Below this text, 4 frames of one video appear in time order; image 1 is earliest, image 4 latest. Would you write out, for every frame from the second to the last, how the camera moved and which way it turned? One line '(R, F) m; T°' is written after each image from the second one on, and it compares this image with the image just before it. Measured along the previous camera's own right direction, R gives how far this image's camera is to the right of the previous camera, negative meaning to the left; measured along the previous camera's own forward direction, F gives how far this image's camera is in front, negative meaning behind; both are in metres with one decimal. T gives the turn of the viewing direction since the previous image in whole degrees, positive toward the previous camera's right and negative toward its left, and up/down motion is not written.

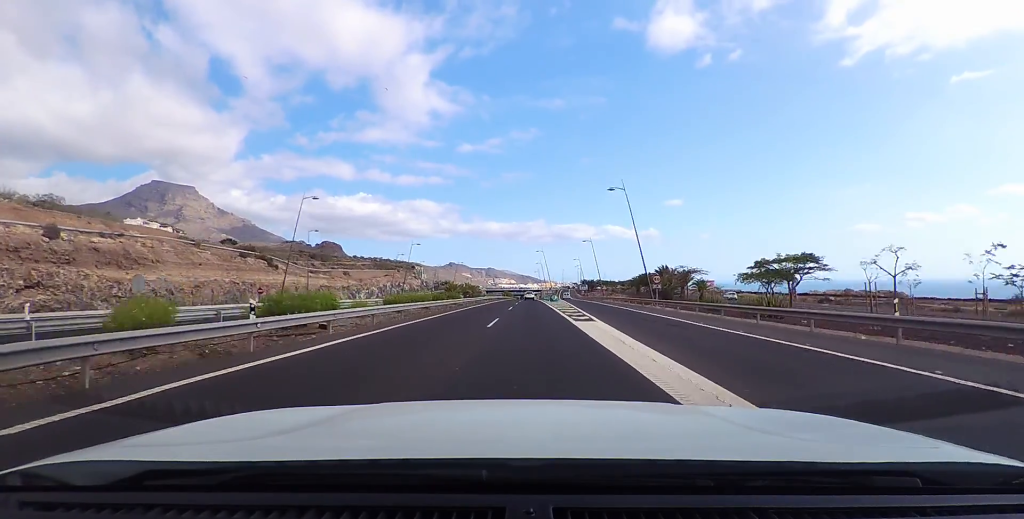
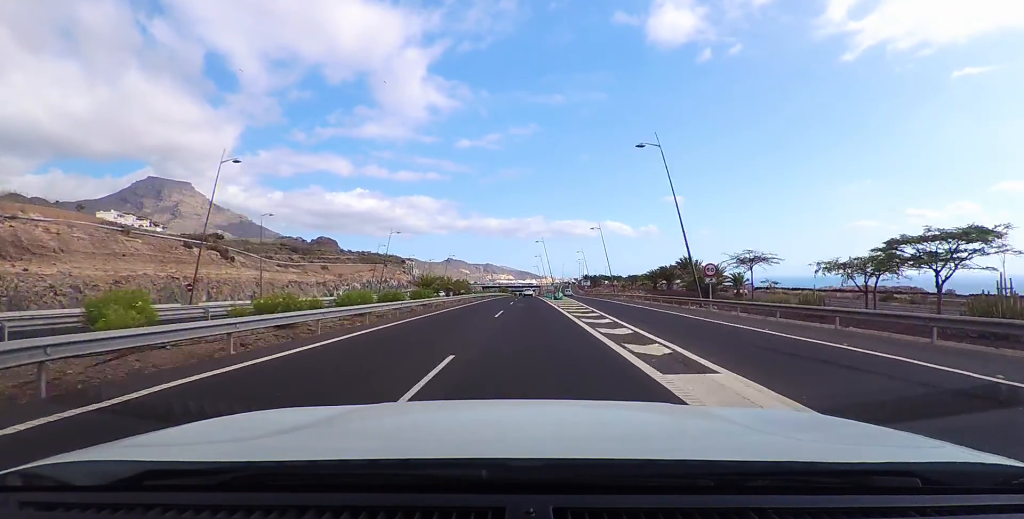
(-0.3, +13.0) m; -1°
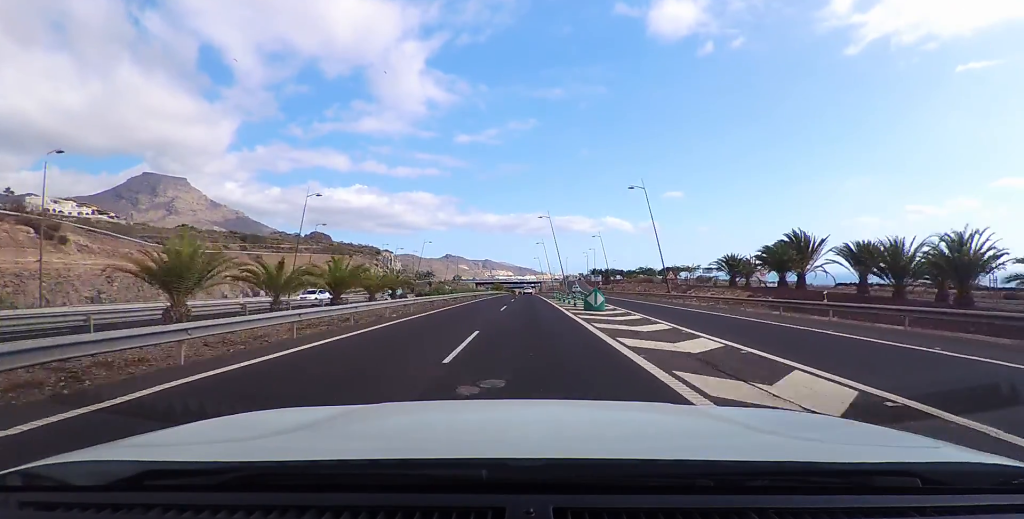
(-0.9, +29.7) m; -2°
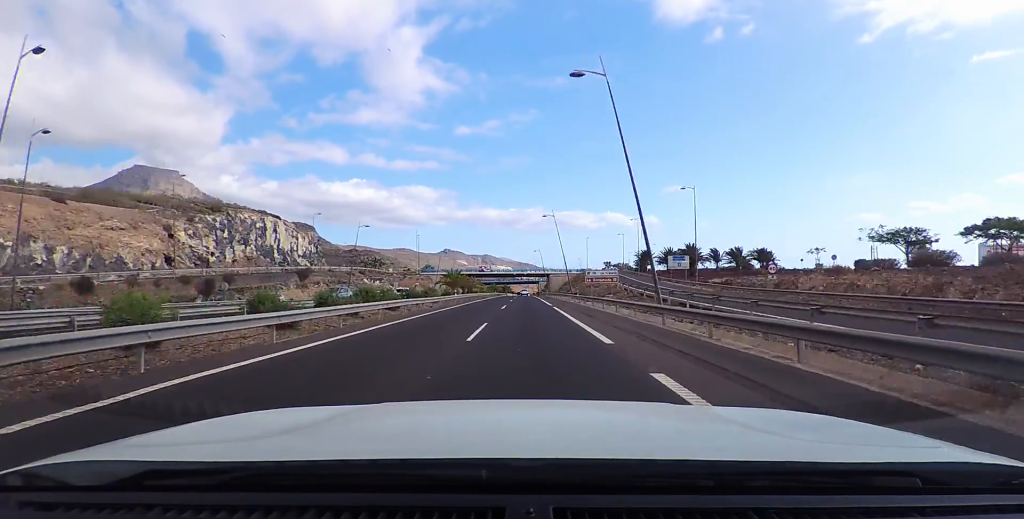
(+0.2, +80.4) m; 0°
